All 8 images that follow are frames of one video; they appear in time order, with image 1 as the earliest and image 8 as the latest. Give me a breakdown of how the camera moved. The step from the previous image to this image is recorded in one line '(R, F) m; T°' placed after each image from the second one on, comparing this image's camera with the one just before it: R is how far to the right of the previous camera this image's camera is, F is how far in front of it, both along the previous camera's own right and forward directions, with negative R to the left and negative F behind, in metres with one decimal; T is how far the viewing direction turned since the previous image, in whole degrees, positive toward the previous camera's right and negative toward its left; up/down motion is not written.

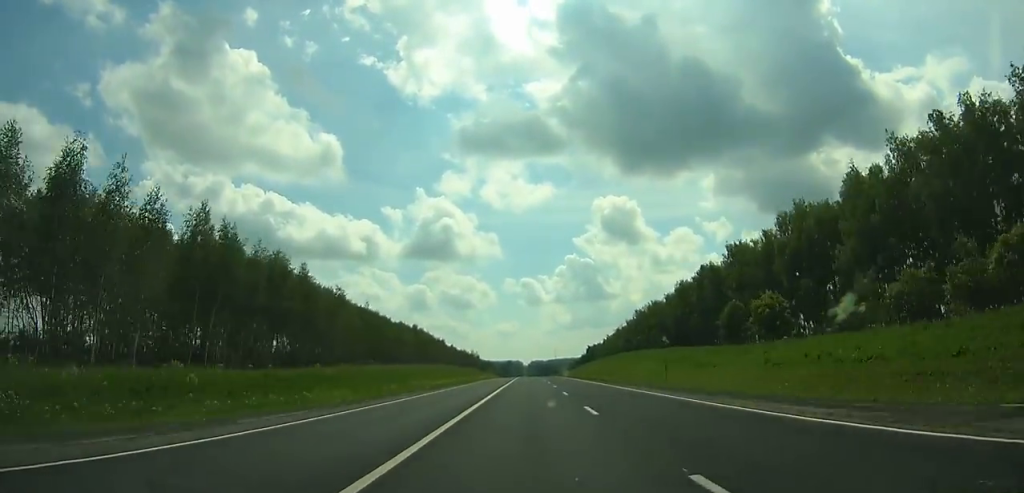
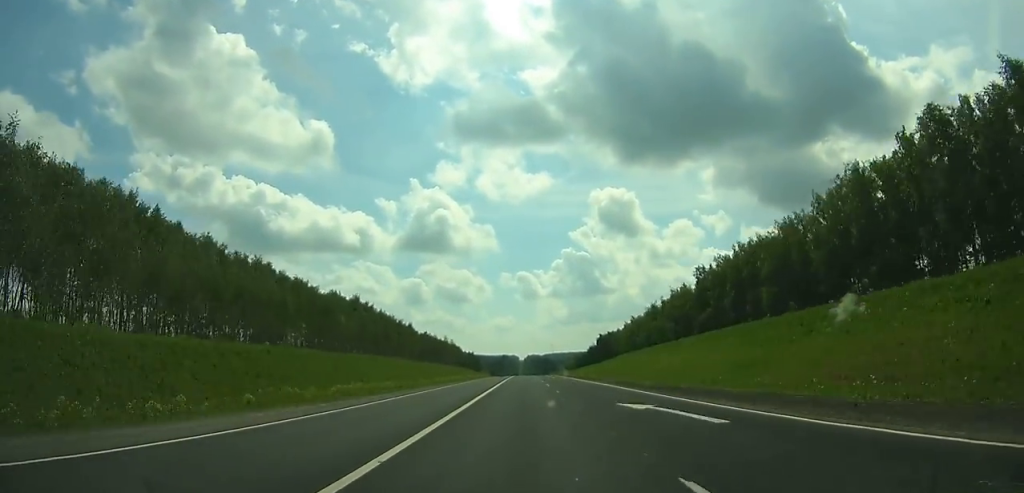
(+0.1, +83.6) m; 0°
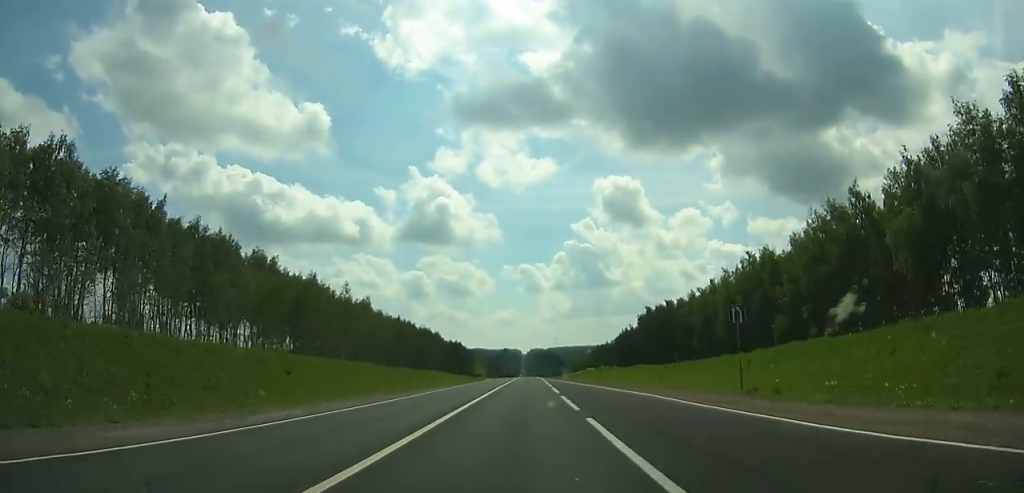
(-0.1, +117.1) m; 0°
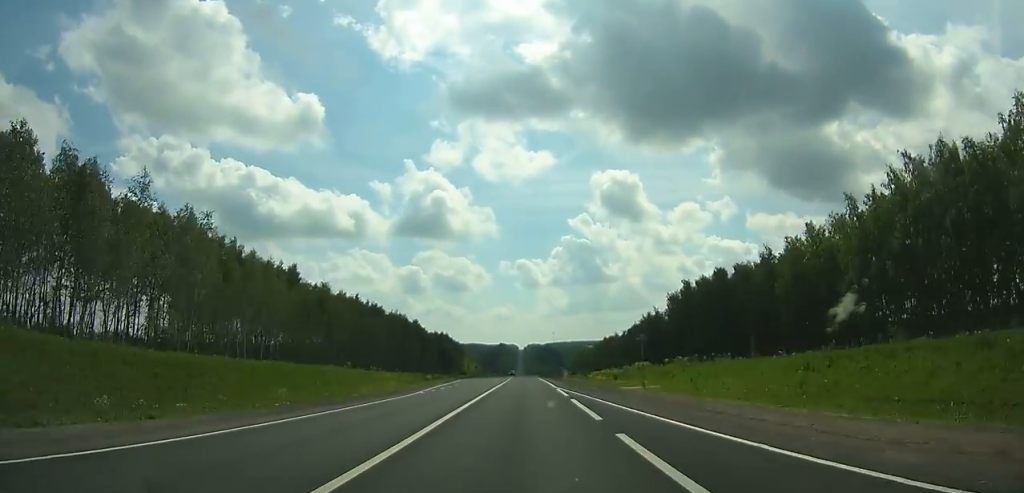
(-0.1, +49.8) m; 0°
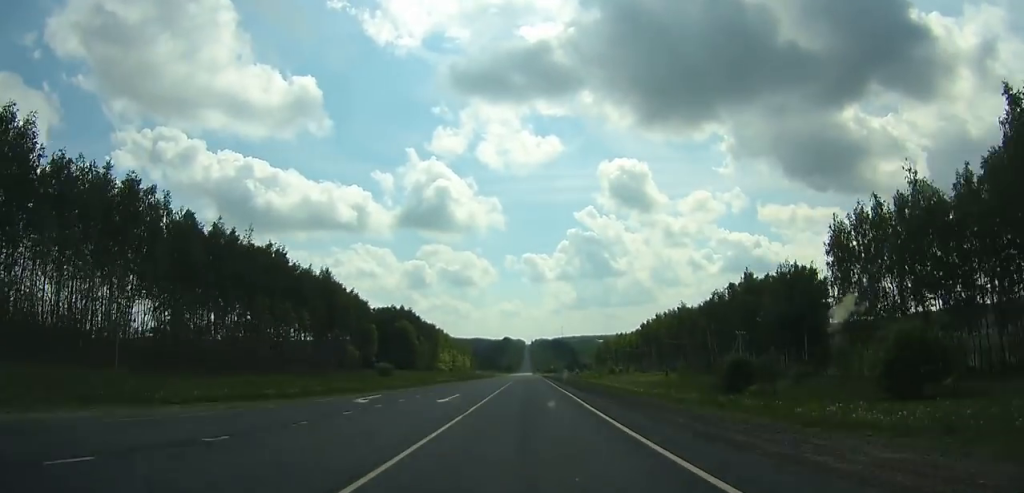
(-0.6, +126.4) m; 0°
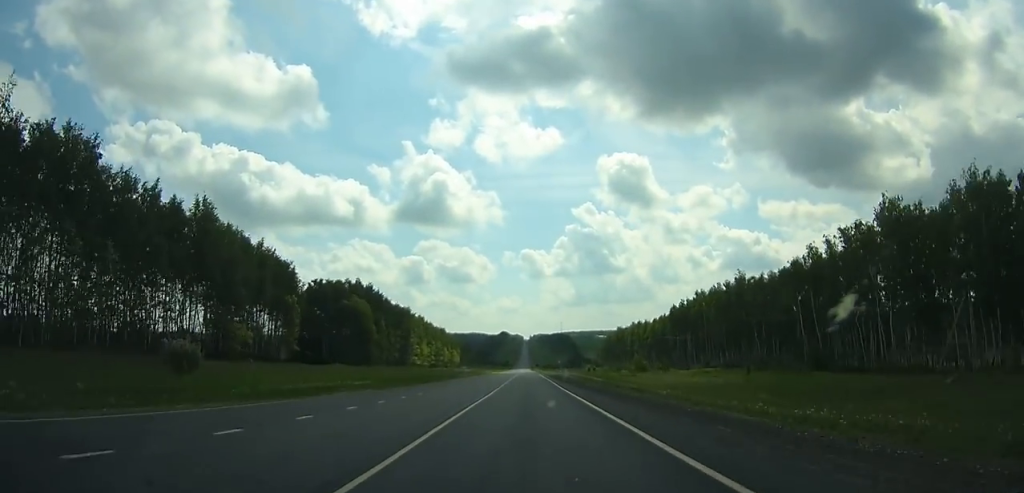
(+0.1, +54.6) m; 0°
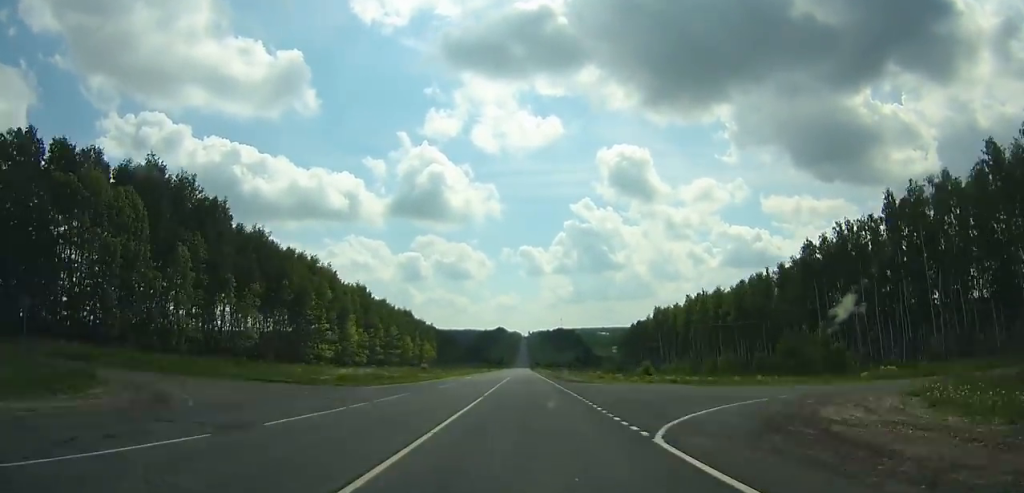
(+0.1, +92.7) m; 0°
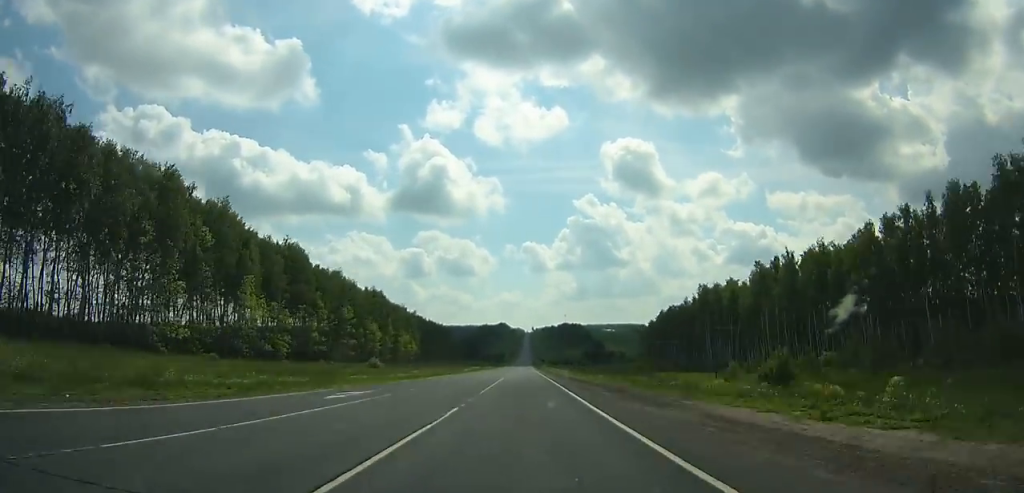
(0.0, +53.1) m; 0°
